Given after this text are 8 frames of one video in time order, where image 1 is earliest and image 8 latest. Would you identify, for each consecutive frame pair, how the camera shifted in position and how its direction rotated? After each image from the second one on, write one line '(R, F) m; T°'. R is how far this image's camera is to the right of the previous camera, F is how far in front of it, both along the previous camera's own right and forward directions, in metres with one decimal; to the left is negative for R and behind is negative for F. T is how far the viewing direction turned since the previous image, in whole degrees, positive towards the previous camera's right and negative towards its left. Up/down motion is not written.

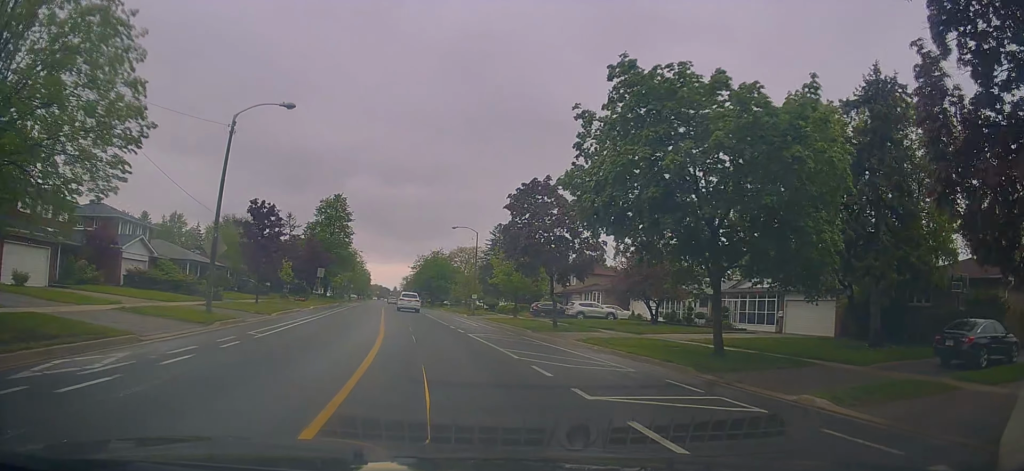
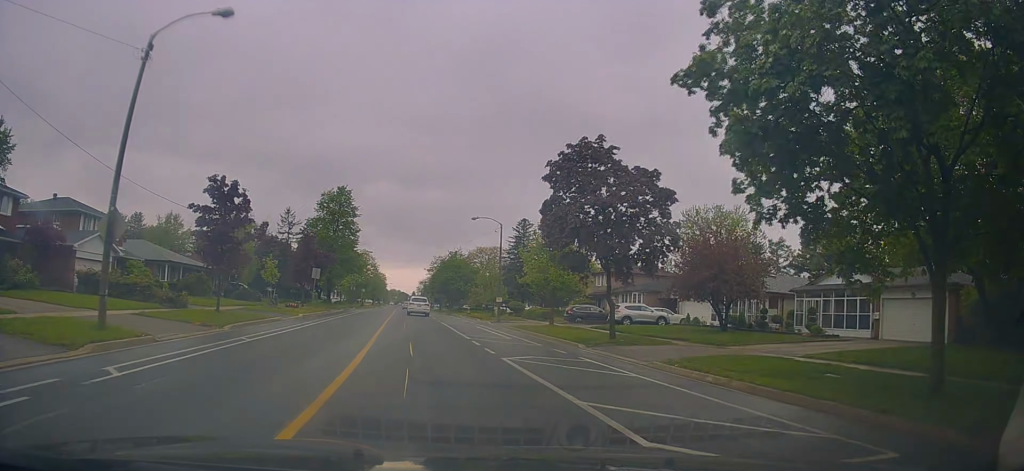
(-0.3, +8.8) m; -2°
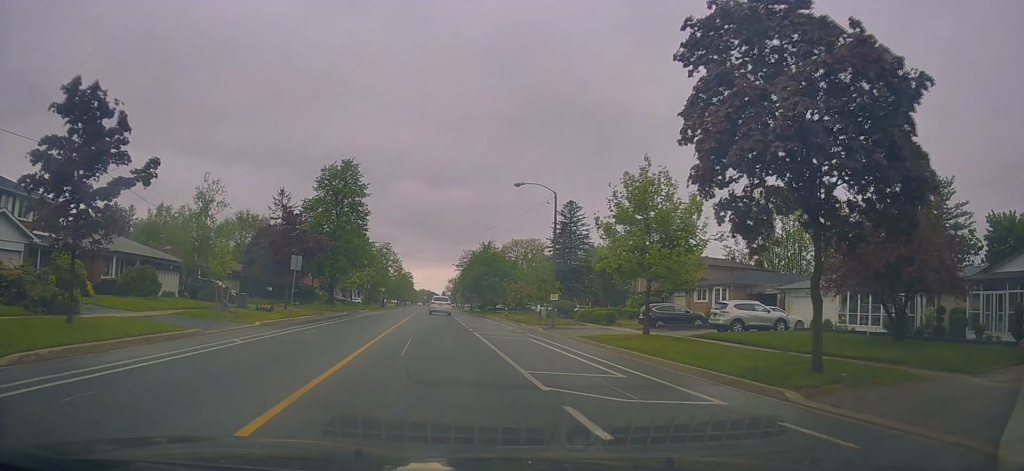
(0.0, +15.5) m; -2°
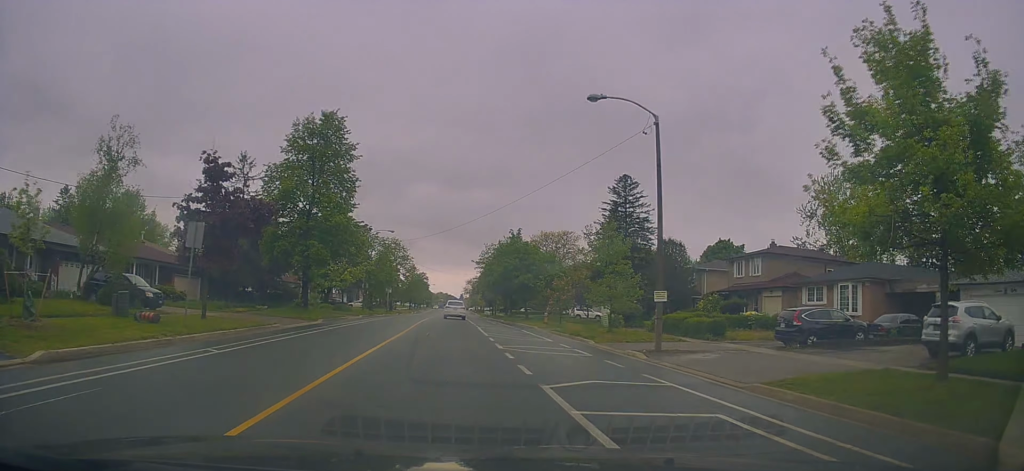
(-0.5, +15.9) m; -4°
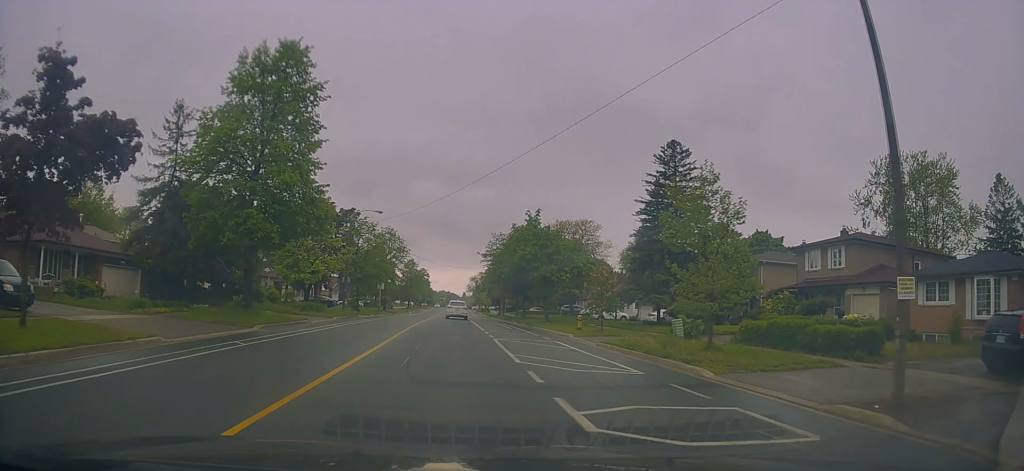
(-0.3, +11.5) m; -1°
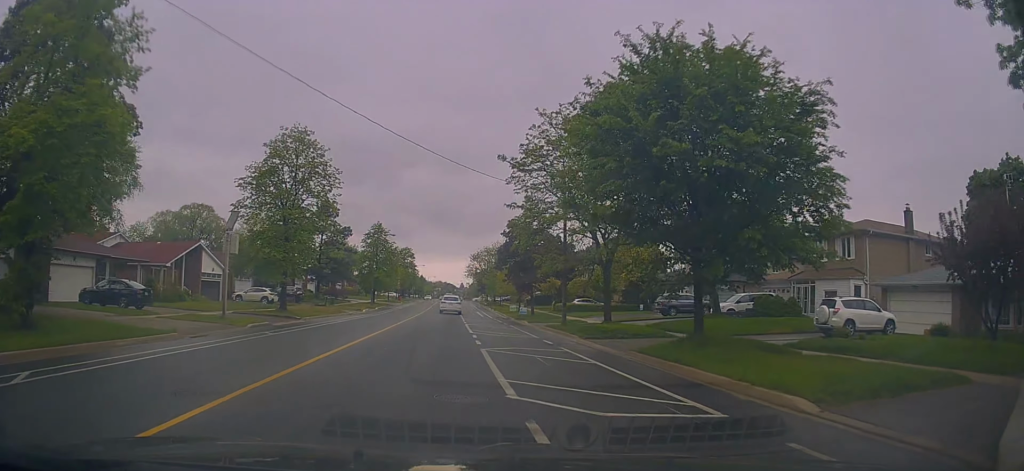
(-0.6, +46.4) m; -1°
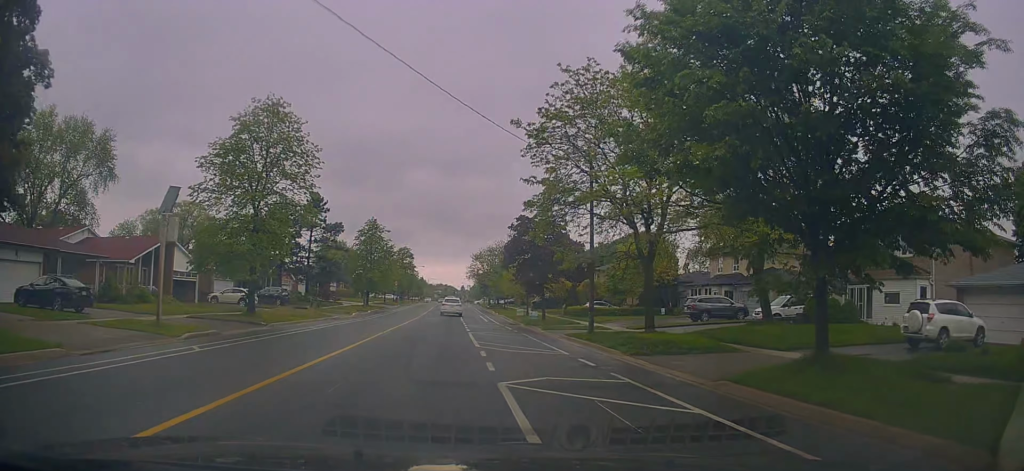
(-0.3, +5.8) m; +1°
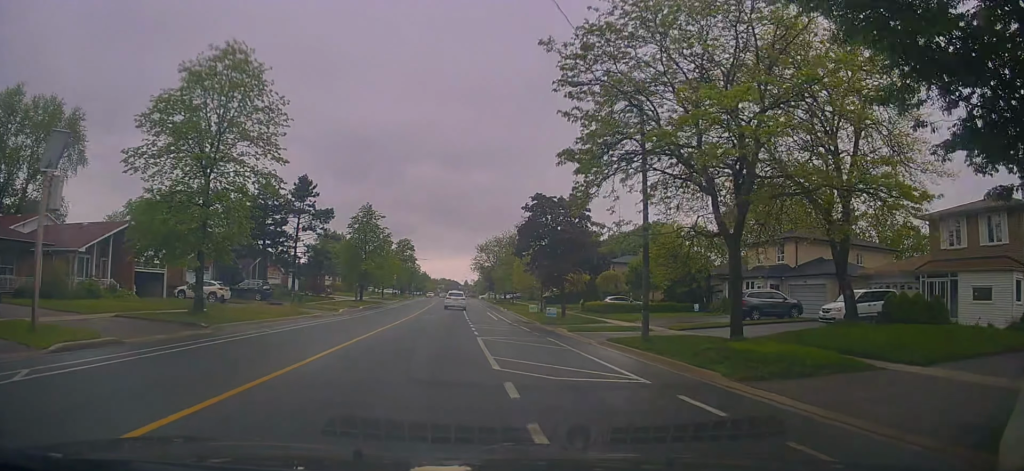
(-0.3, +7.2) m; +1°
